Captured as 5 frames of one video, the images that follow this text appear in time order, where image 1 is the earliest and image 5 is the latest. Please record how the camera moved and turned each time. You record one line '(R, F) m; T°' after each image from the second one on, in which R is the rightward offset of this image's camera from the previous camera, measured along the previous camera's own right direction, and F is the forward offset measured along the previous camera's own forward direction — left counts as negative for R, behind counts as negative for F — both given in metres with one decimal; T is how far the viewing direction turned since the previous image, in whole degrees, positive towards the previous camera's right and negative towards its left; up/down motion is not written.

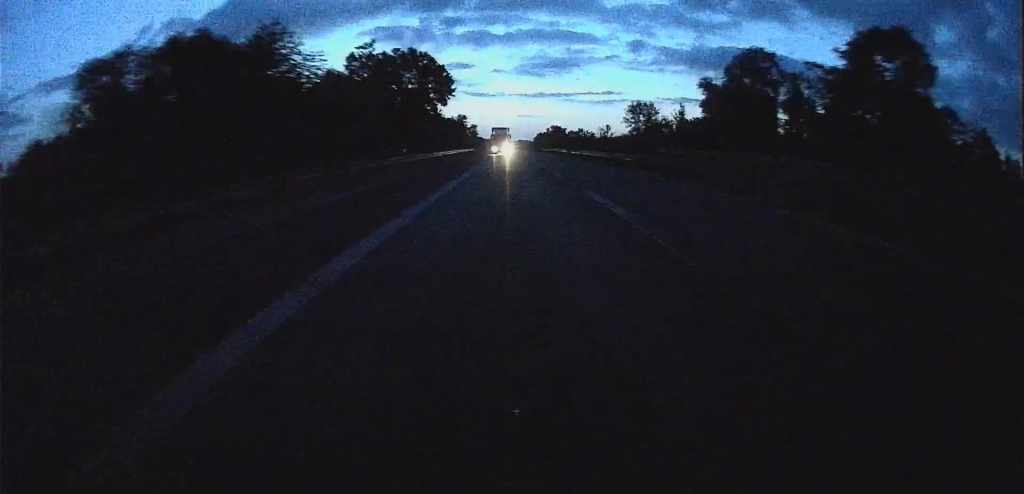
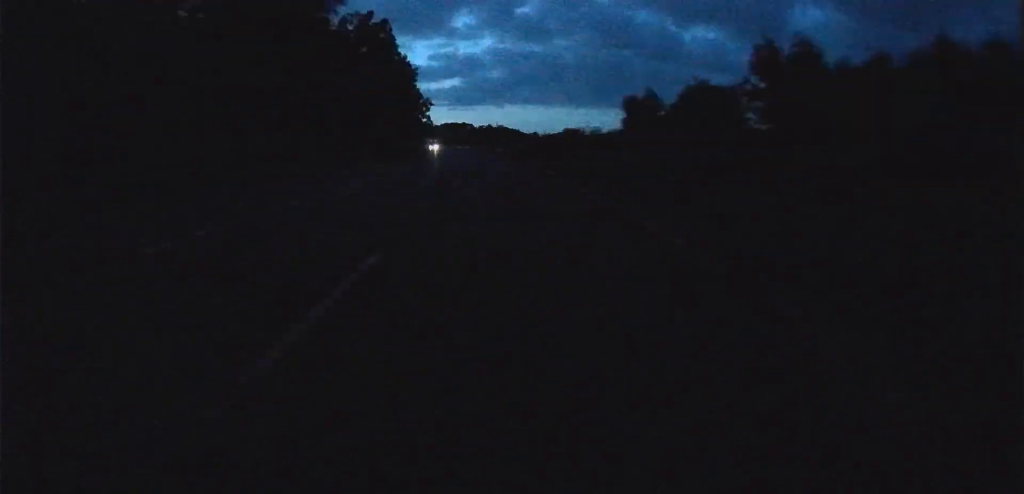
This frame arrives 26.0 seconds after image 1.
(+259.0, +690.4) m; +36°
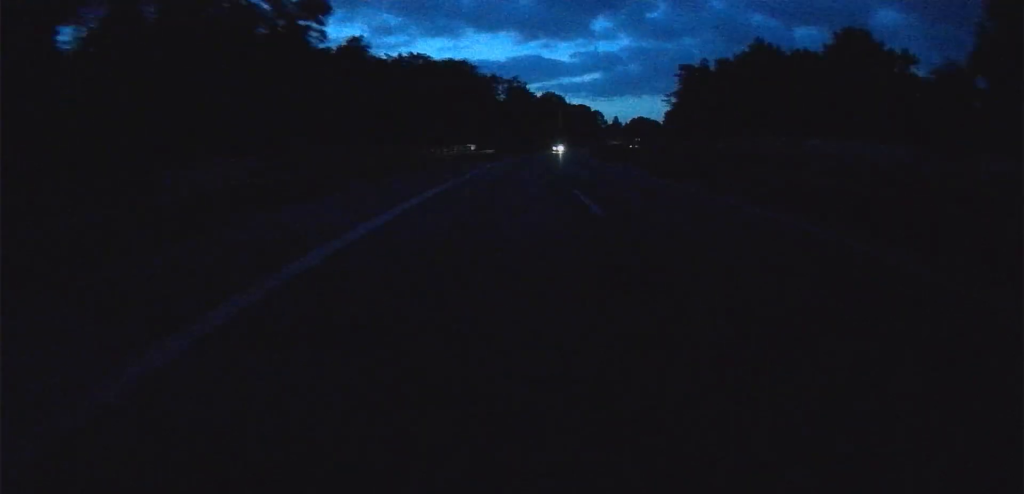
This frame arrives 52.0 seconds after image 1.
(-56.5, +741.1) m; -21°
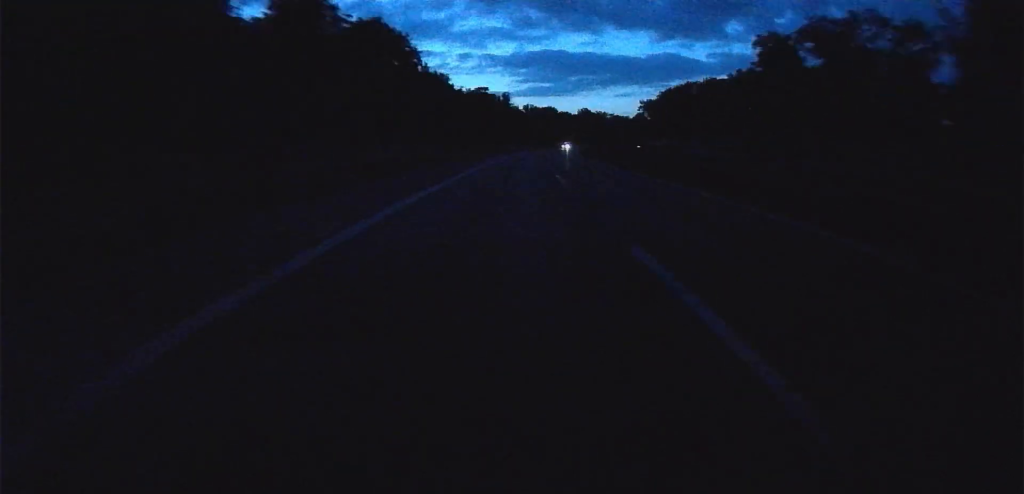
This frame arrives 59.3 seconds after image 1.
(-20.8, +207.4) m; -5°
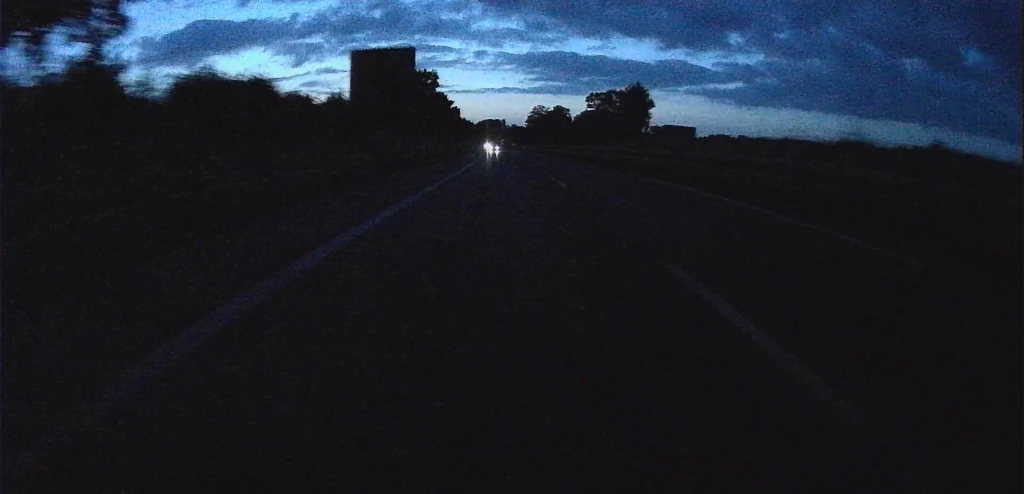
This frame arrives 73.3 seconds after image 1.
(-13.0, +403.2) m; +3°
